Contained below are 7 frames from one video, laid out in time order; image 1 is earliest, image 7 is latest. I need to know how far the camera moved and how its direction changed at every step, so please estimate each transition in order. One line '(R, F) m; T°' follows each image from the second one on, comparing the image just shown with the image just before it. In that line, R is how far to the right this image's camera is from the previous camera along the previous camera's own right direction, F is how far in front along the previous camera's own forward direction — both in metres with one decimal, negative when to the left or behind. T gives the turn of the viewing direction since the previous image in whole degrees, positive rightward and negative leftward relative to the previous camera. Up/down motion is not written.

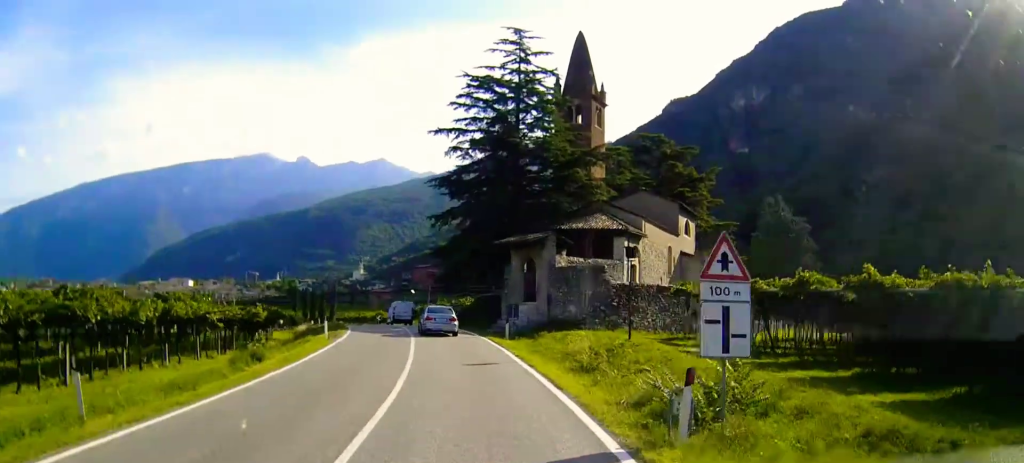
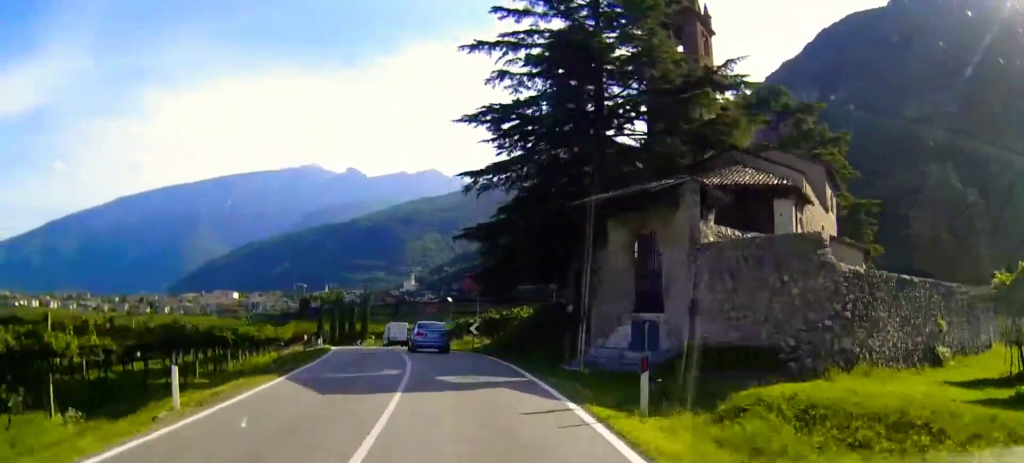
(-0.4, +21.5) m; -3°
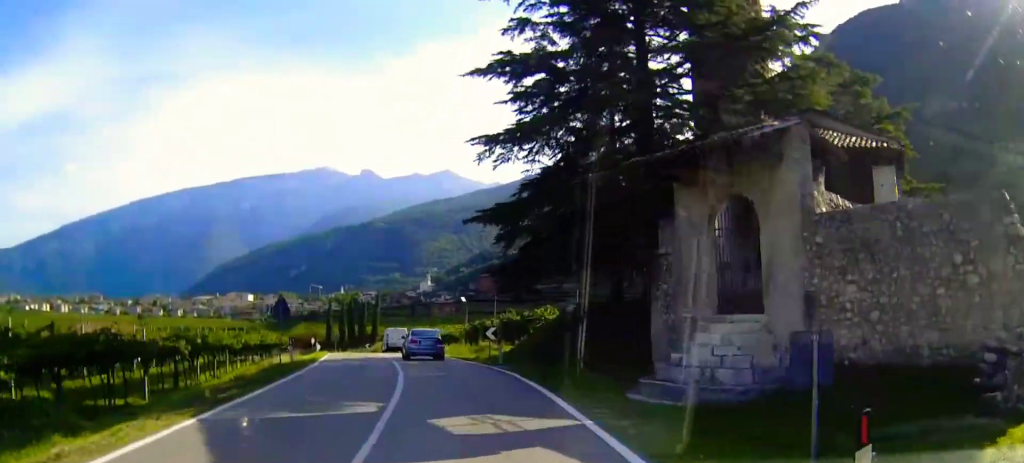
(0.0, +7.2) m; -1°
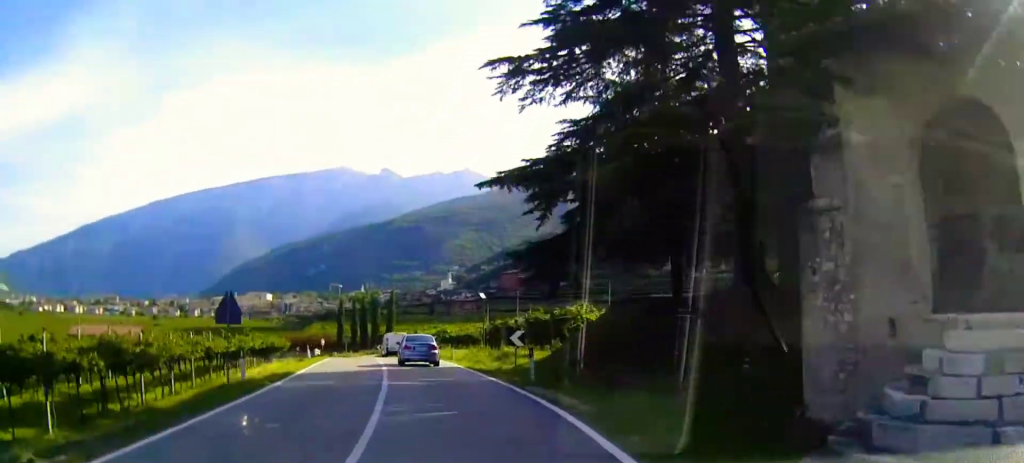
(-0.2, +8.3) m; -2°
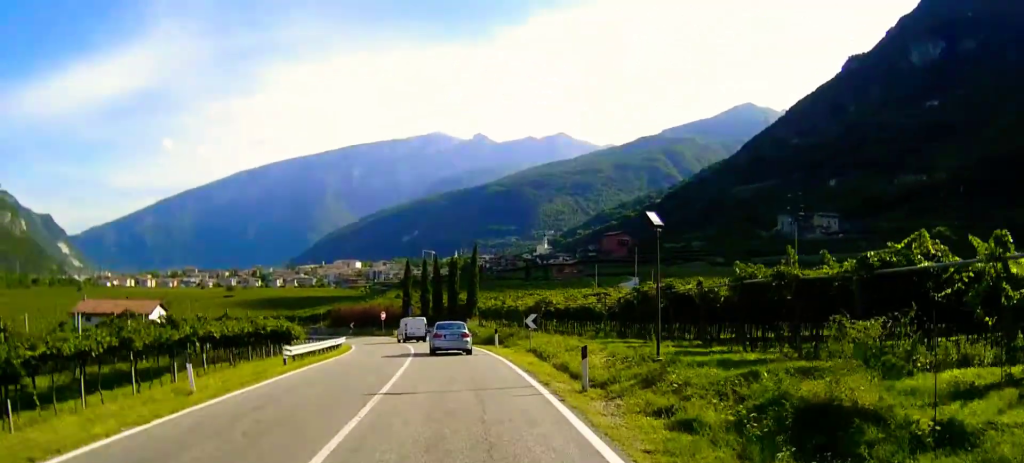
(-1.6, +28.5) m; -7°
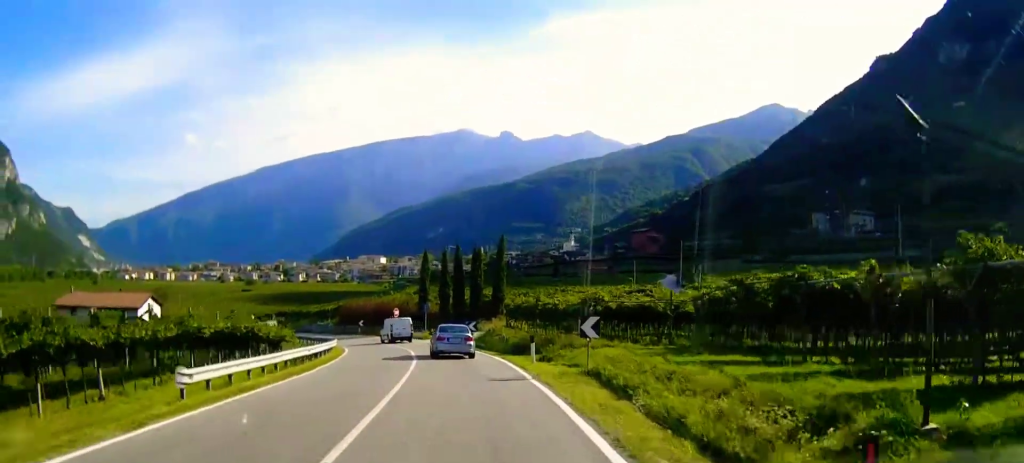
(-0.3, +11.5) m; -2°
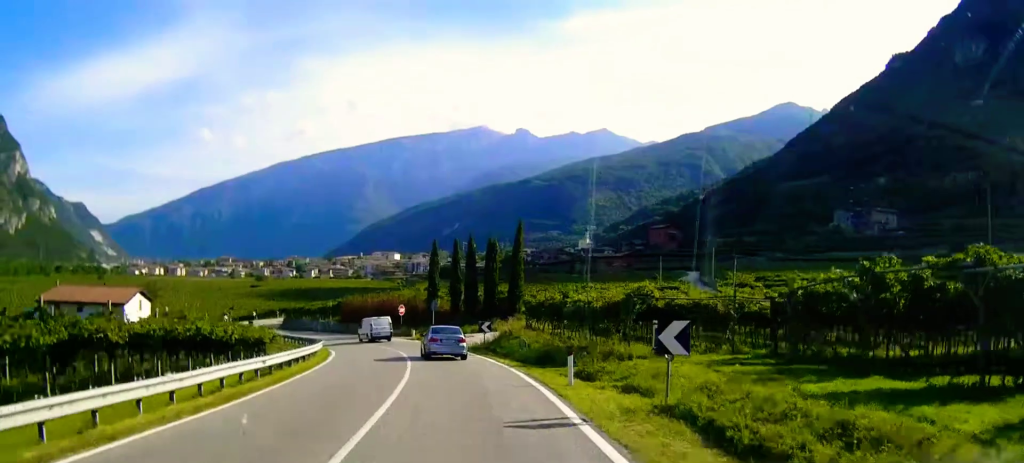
(-0.1, +8.0) m; -1°
